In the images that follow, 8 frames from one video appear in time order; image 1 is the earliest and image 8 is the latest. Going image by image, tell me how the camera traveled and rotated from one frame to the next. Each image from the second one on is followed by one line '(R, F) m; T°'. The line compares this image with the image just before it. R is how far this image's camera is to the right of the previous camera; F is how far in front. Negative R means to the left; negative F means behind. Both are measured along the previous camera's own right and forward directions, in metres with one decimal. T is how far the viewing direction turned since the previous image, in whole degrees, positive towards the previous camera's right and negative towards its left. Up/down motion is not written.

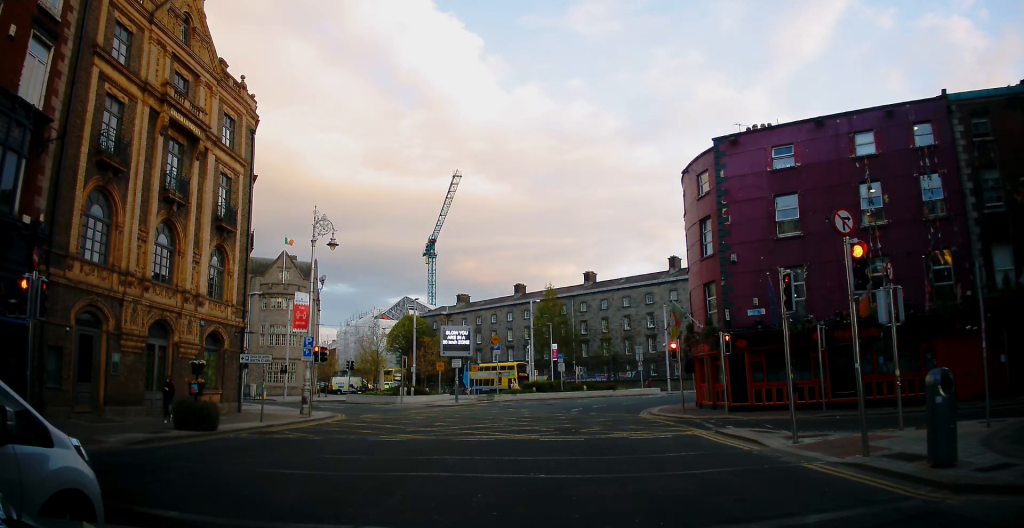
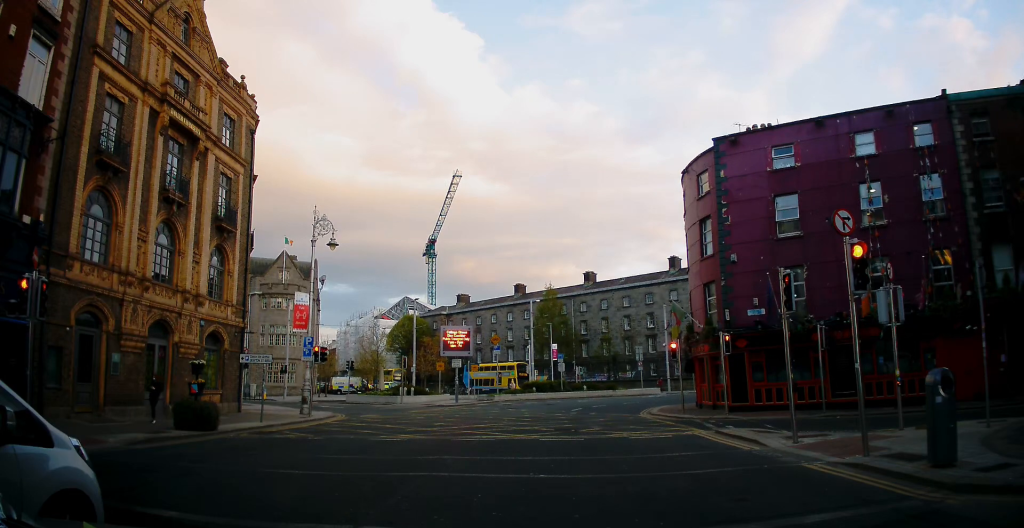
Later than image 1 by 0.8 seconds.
(0.0, 0.0) m; 0°
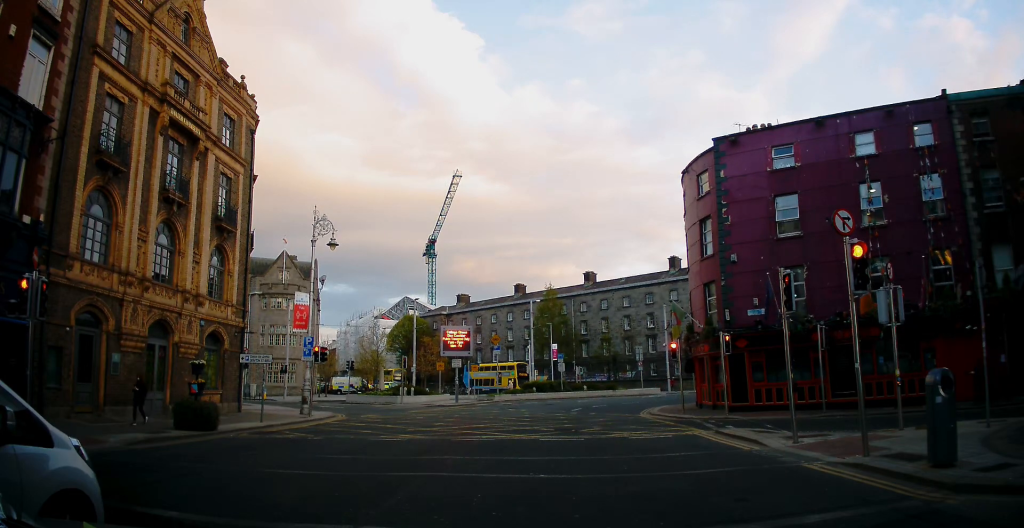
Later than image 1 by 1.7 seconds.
(0.0, 0.0) m; 0°
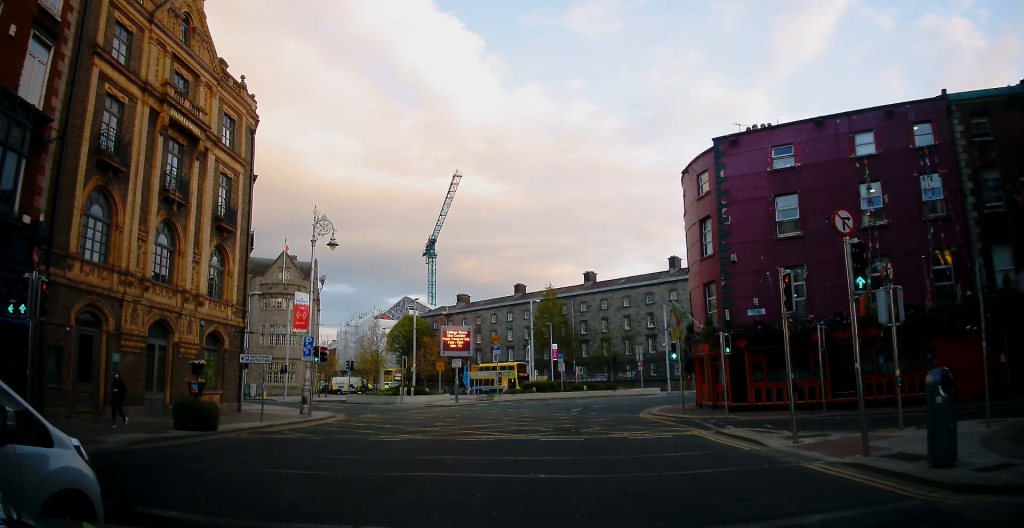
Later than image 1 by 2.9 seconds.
(0.0, 0.0) m; 0°
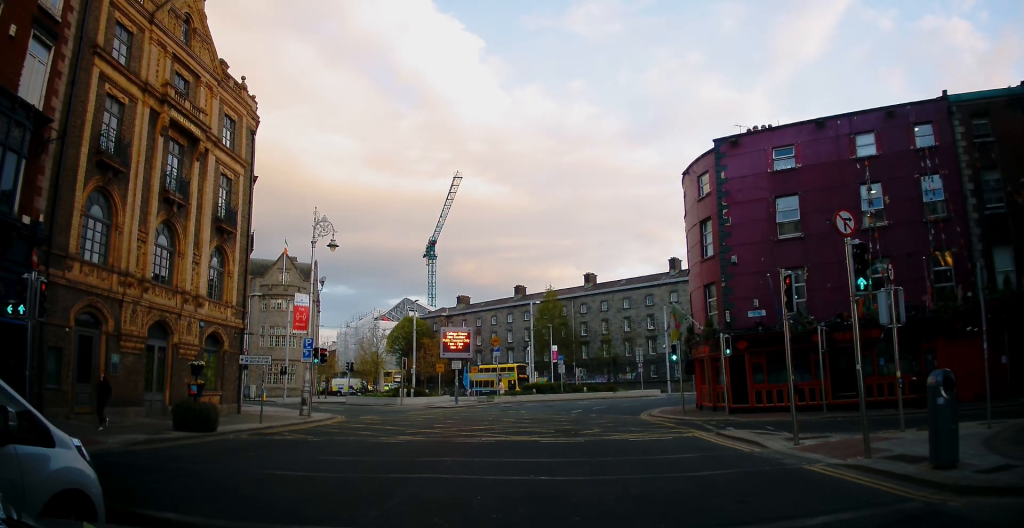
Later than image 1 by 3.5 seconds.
(0.0, 0.0) m; 0°
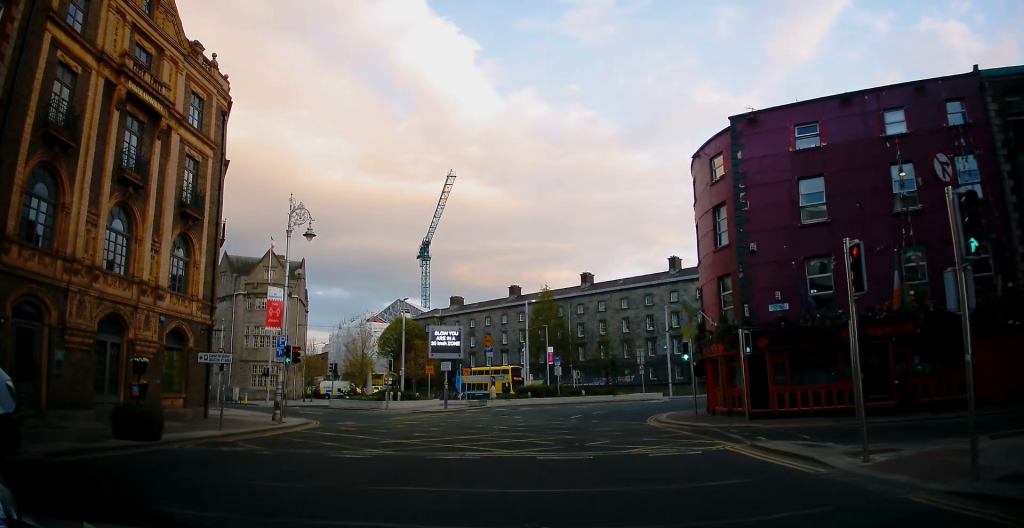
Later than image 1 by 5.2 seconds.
(+0.2, +1.5) m; +1°
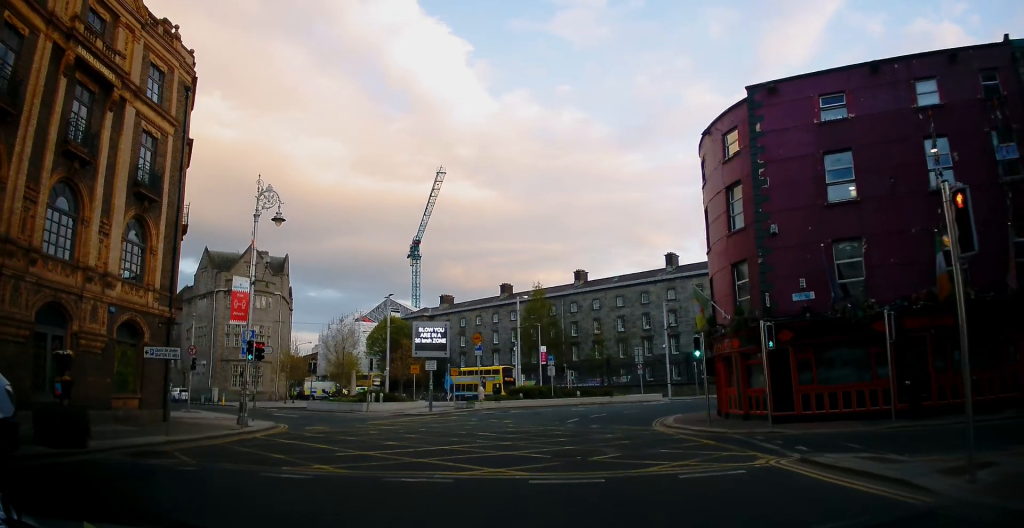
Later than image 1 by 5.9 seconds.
(0.0, +1.9) m; -5°
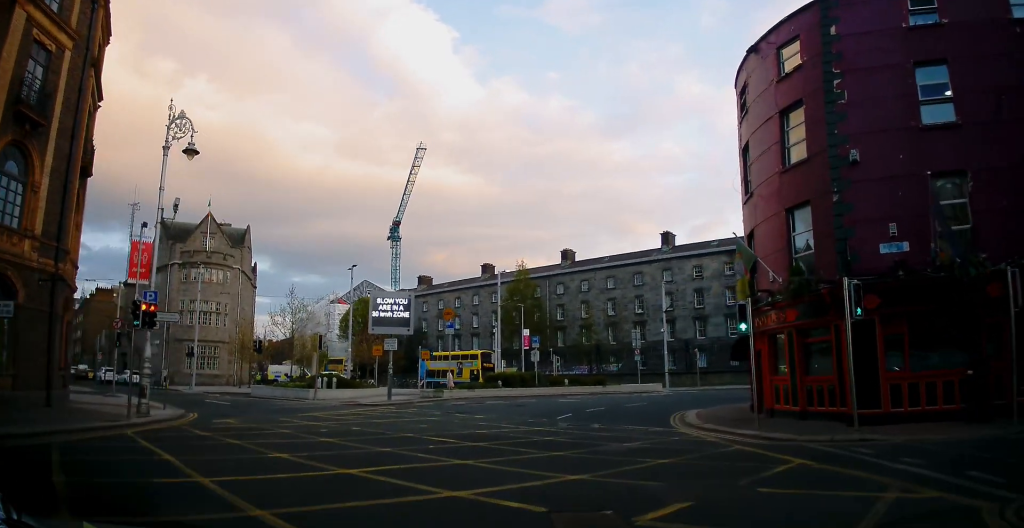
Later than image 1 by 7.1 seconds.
(-0.1, +5.2) m; +3°
